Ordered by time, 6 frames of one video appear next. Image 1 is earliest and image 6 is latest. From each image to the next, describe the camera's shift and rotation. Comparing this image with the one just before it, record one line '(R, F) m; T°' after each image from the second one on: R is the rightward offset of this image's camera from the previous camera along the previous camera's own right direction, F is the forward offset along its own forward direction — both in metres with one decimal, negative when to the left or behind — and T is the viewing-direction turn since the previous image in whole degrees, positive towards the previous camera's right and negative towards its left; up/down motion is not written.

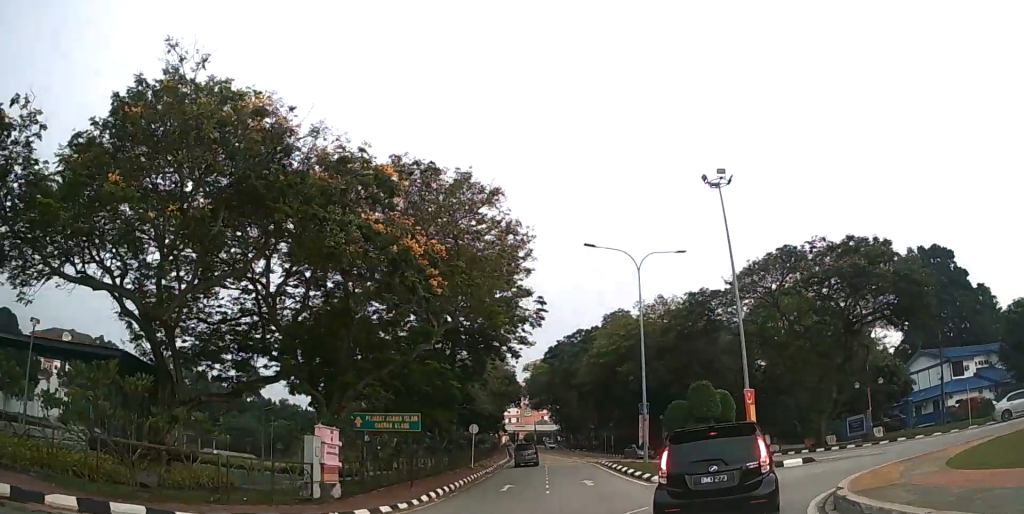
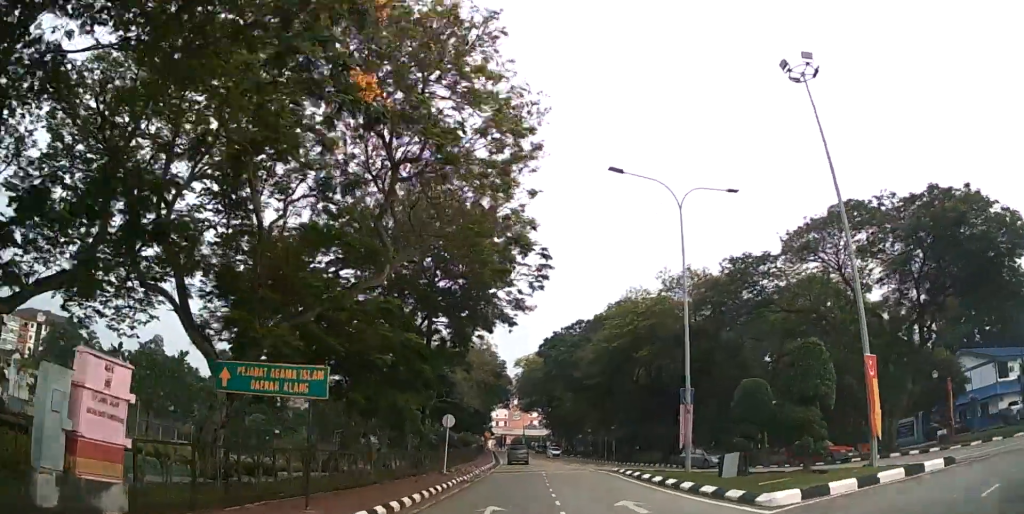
(0.0, +9.5) m; 0°
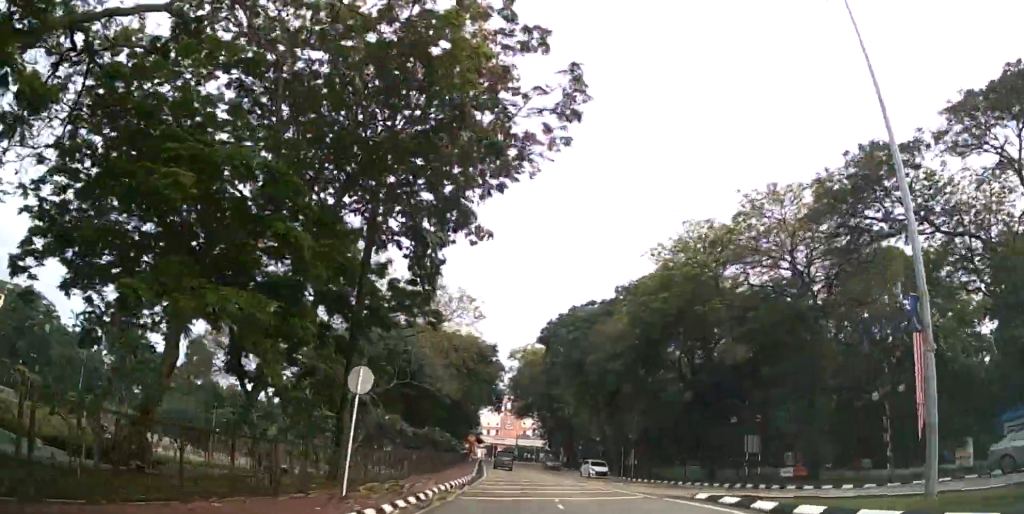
(0.0, +14.9) m; 0°
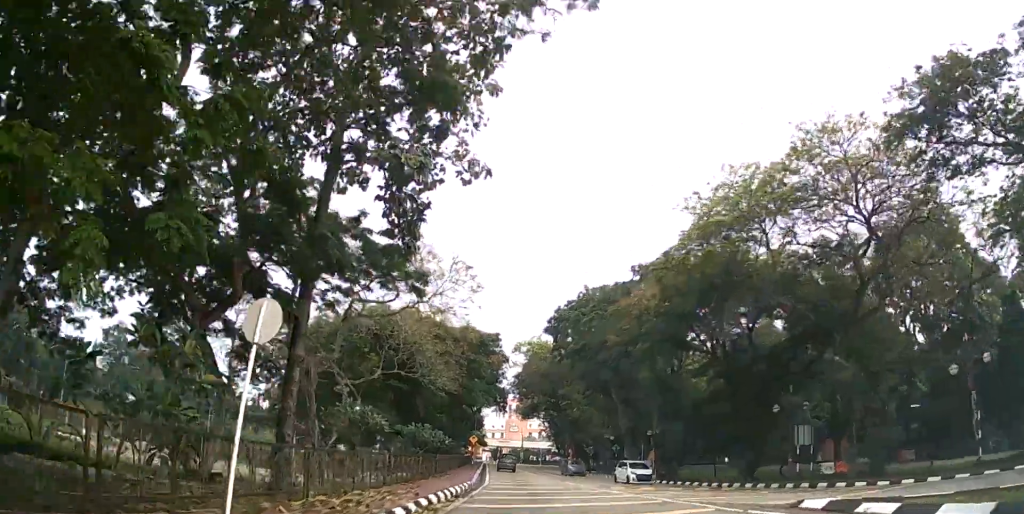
(0.0, +5.4) m; 0°
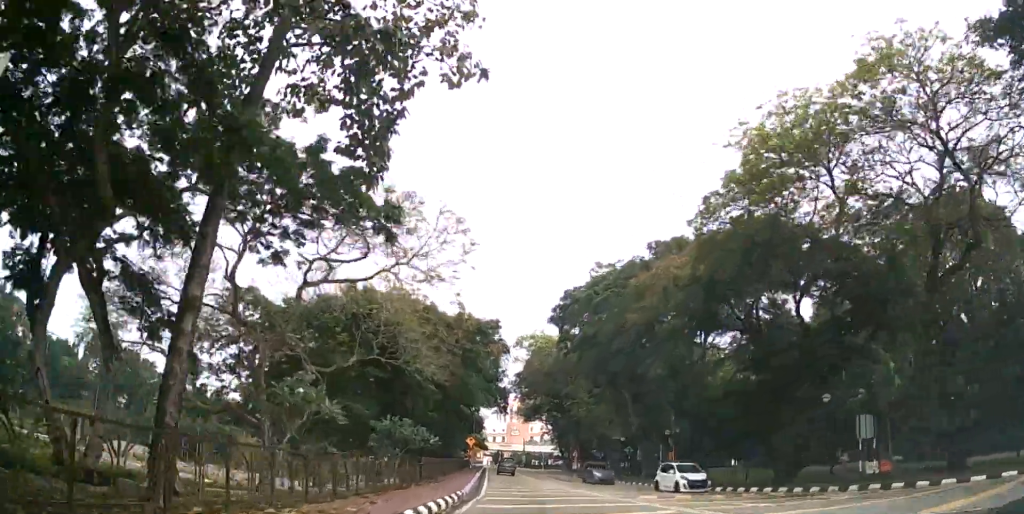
(0.0, +5.1) m; 0°
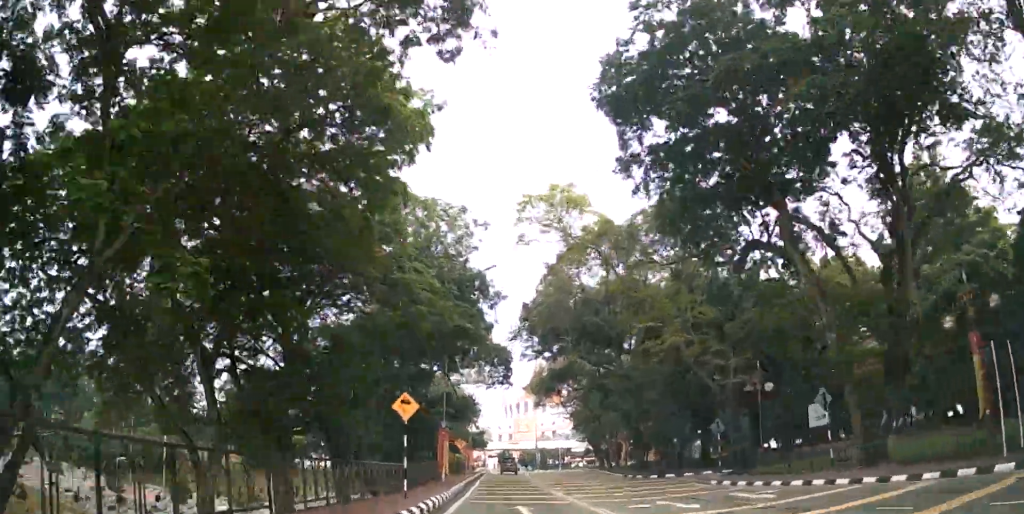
(0.0, +28.6) m; 0°
